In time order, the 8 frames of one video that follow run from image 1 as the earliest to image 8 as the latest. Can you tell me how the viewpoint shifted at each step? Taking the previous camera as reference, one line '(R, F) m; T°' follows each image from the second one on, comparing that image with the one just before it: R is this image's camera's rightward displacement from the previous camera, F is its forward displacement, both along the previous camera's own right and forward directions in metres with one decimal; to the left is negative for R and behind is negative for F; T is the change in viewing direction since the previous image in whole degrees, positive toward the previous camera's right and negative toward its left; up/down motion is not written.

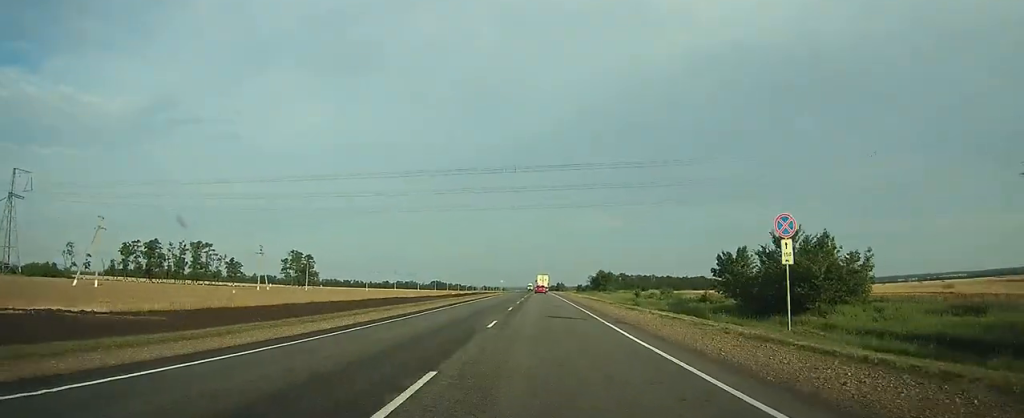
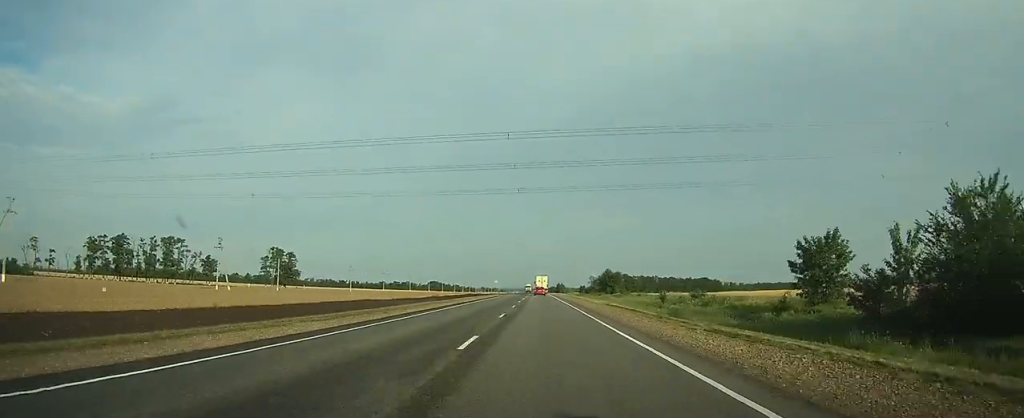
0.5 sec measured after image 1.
(0.0, +18.1) m; 0°
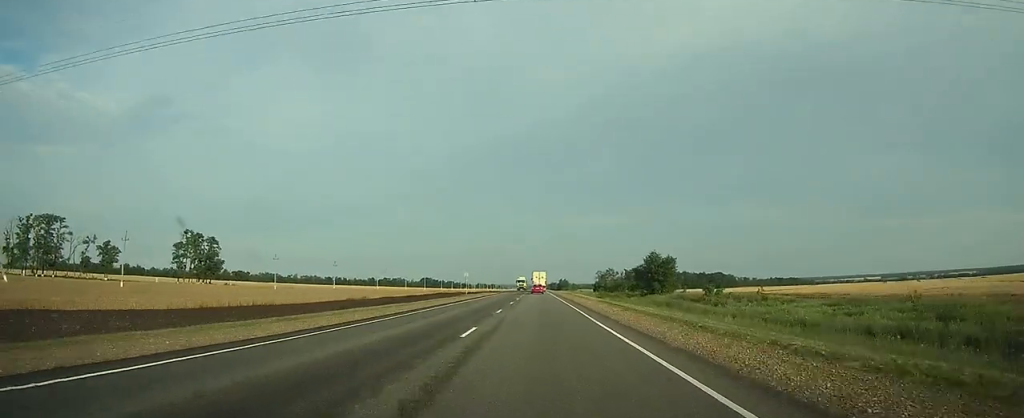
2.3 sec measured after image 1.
(+0.2, +58.3) m; 0°
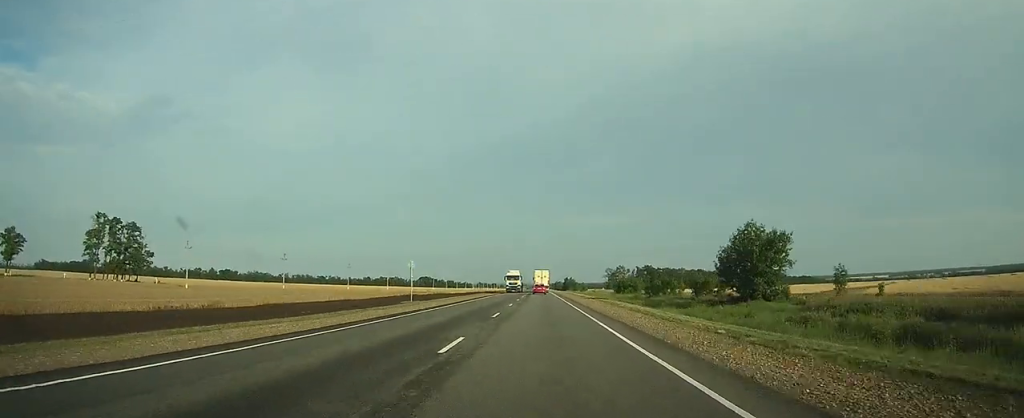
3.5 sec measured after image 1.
(0.0, +39.8) m; 0°
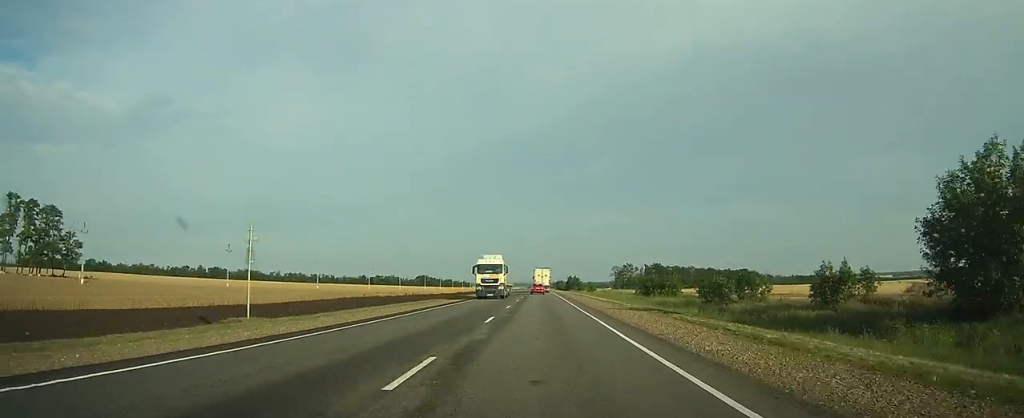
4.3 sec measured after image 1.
(-0.1, +28.2) m; 0°
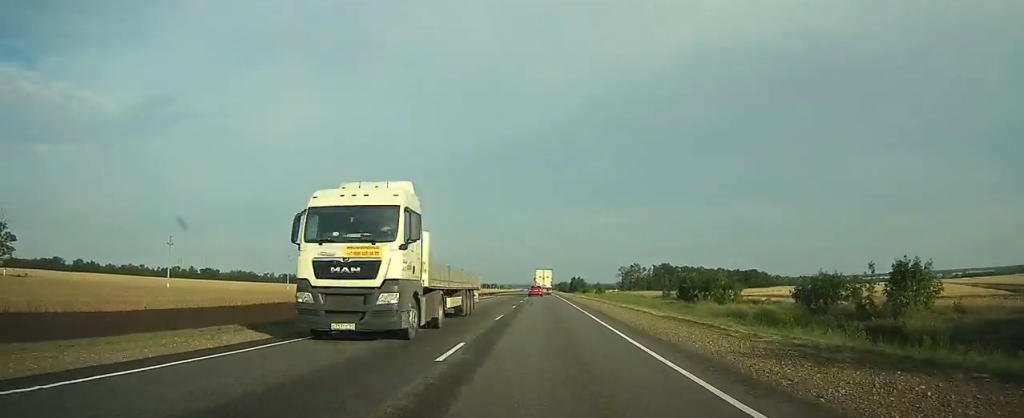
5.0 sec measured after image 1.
(0.0, +21.0) m; 0°
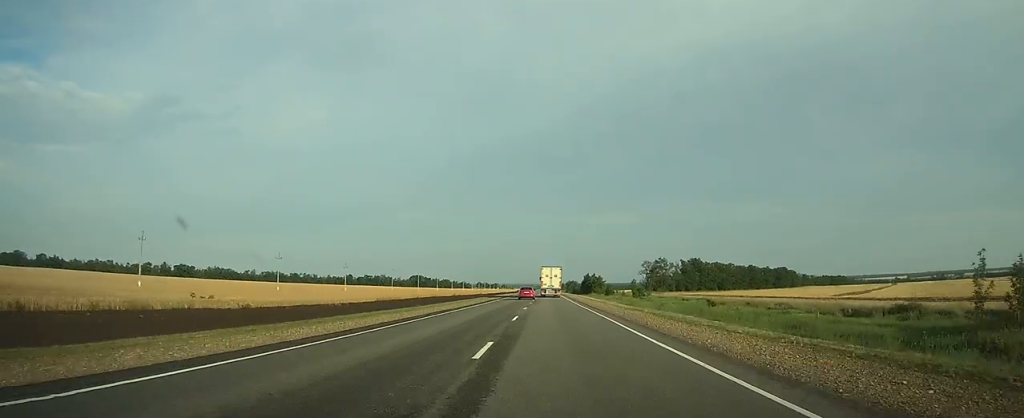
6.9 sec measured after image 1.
(0.0, +55.6) m; 0°
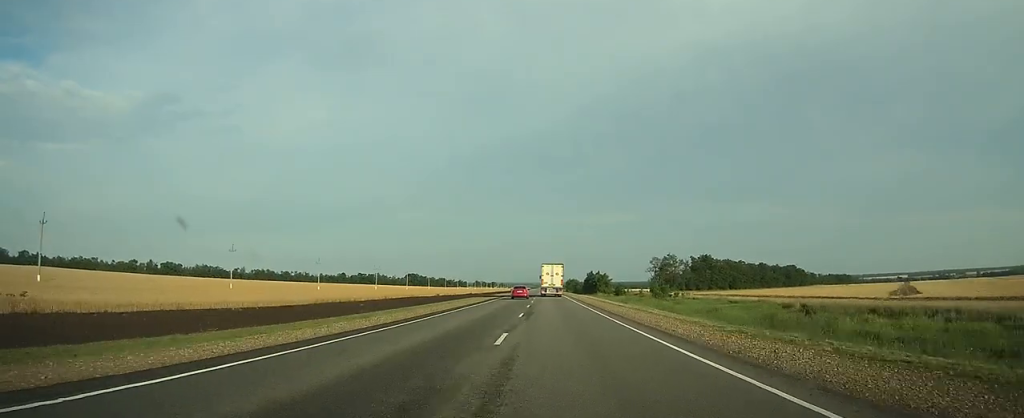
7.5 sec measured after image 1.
(0.0, +18.4) m; 0°
